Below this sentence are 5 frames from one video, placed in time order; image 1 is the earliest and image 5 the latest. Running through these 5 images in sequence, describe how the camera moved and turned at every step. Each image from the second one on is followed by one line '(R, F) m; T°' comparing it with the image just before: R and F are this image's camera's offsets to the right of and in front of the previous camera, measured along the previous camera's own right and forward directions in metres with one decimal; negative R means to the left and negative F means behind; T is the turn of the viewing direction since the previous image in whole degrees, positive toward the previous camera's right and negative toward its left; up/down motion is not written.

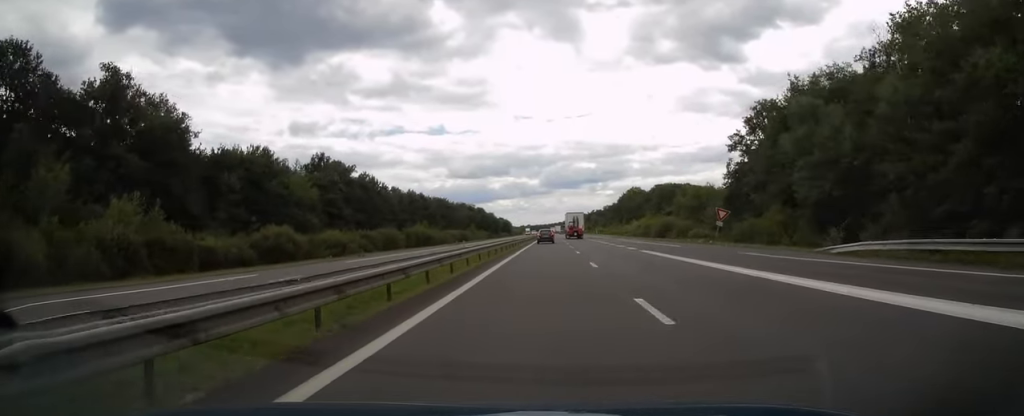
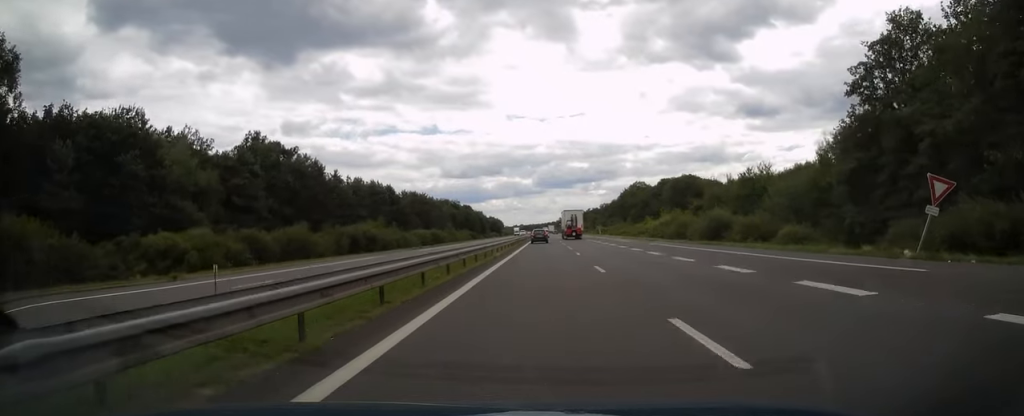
(+0.1, +28.7) m; +1°
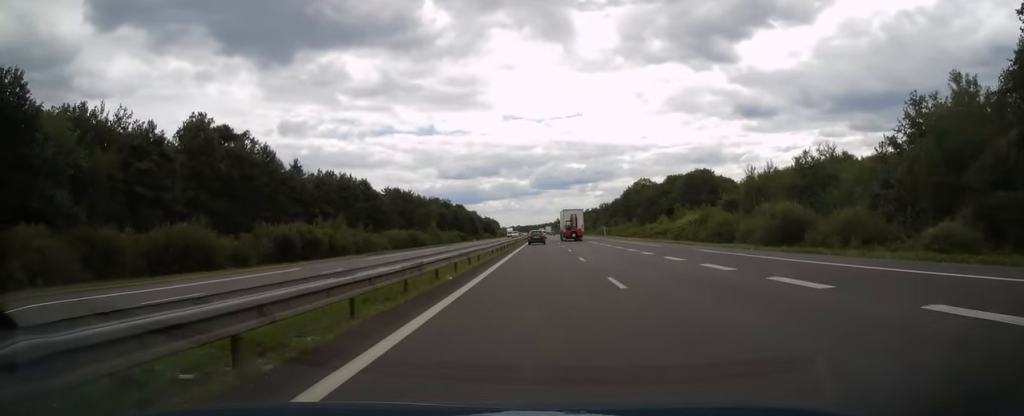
(+0.1, +17.8) m; 0°
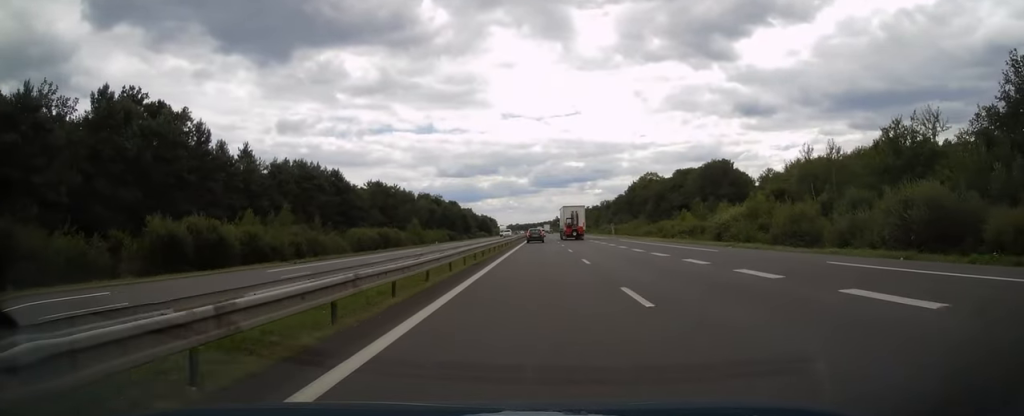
(+0.1, +16.6) m; 0°
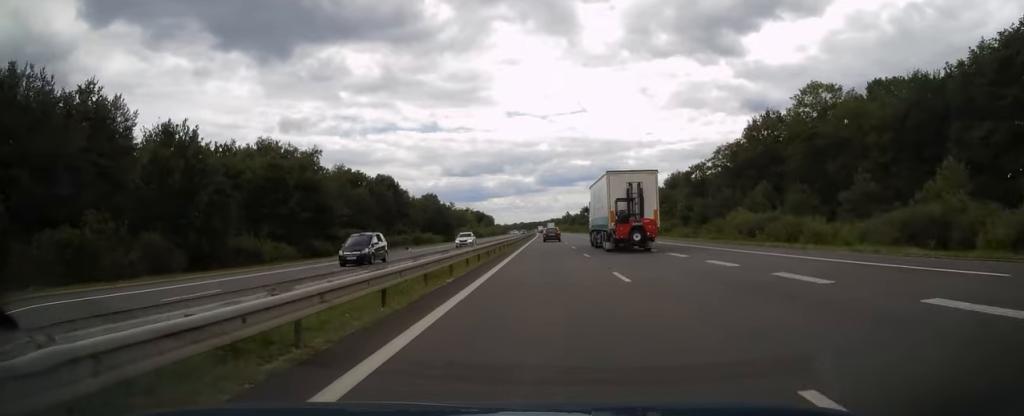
(0.0, +126.6) m; 0°
